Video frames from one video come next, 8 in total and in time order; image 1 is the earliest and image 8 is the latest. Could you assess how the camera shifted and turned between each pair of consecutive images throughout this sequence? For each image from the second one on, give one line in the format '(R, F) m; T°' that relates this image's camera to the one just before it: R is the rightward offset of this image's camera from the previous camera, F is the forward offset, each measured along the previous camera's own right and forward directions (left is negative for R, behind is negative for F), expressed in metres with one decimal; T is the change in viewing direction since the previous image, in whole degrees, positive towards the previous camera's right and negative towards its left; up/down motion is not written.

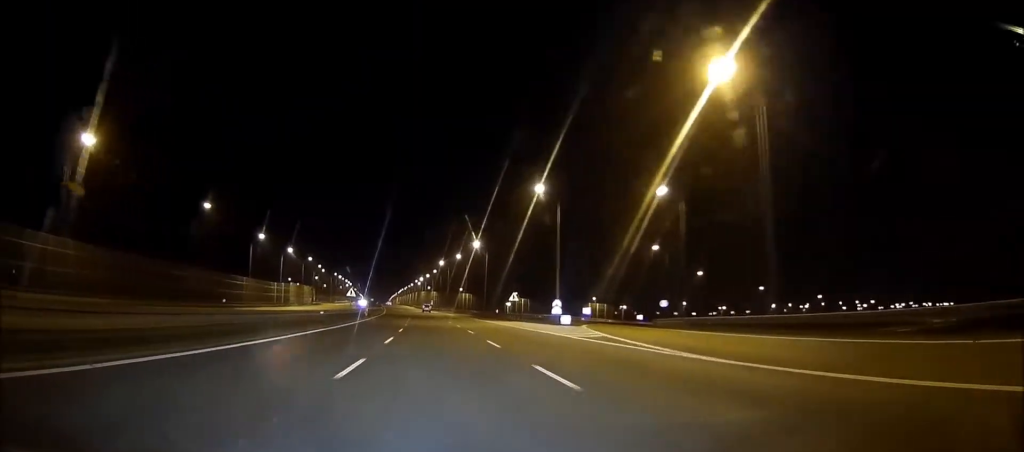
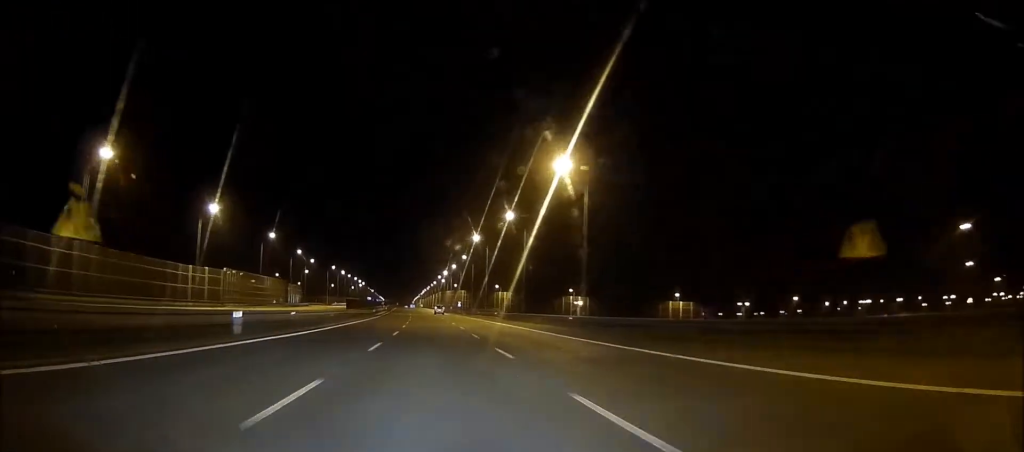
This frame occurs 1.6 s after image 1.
(-1.0, +64.5) m; -1°
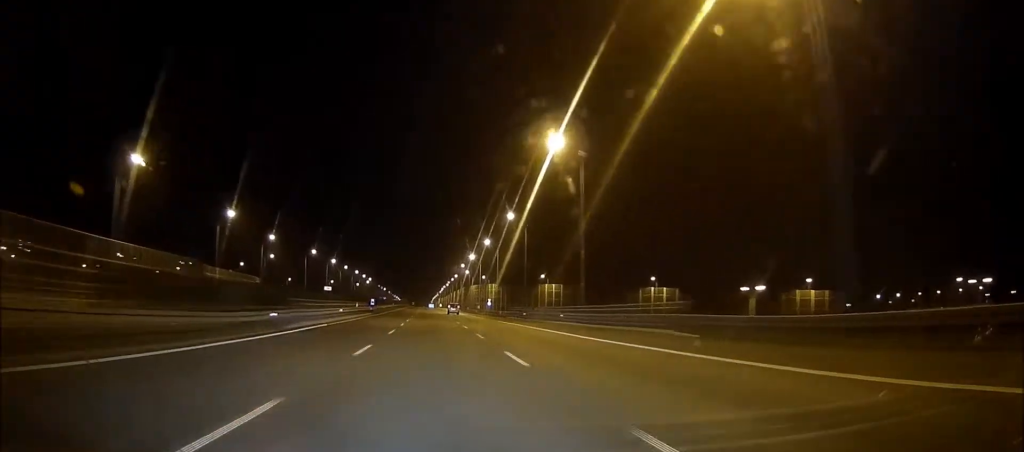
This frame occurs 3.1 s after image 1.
(-0.4, +60.5) m; -1°
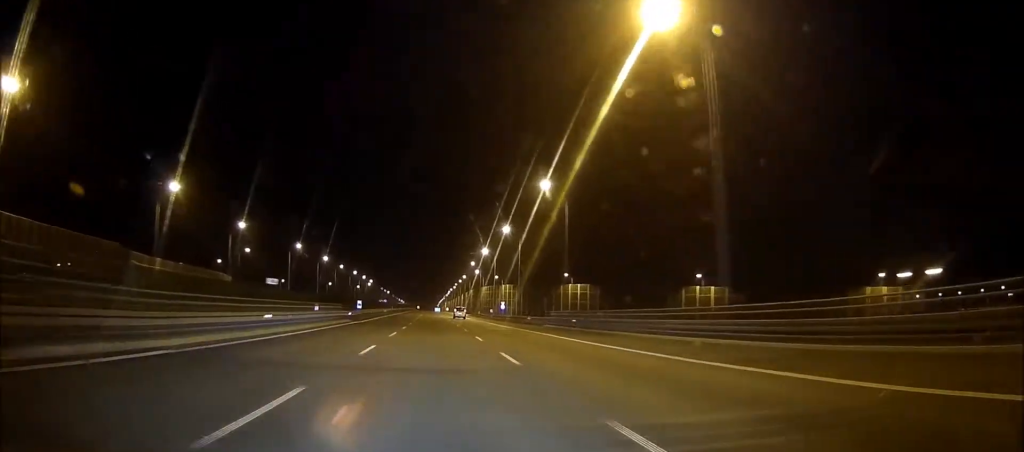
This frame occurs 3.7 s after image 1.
(0.0, +21.8) m; 0°
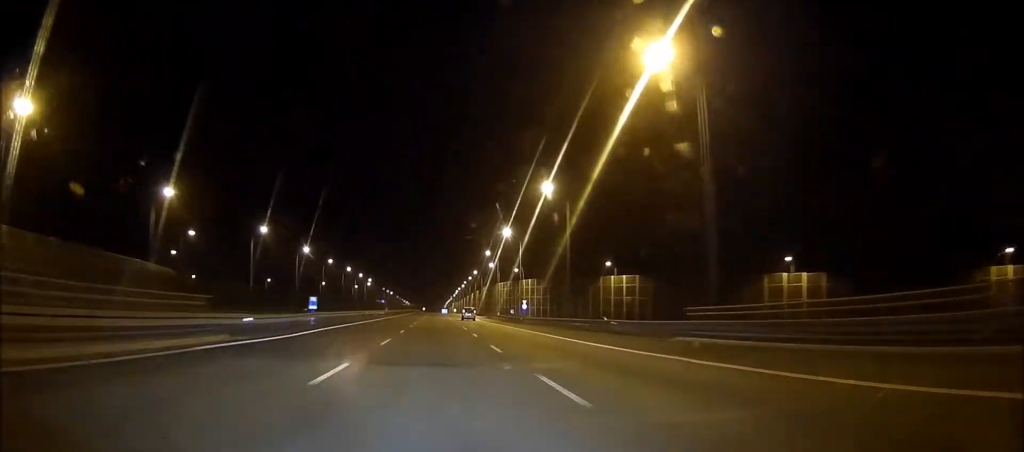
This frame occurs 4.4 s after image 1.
(0.0, +29.7) m; 0°
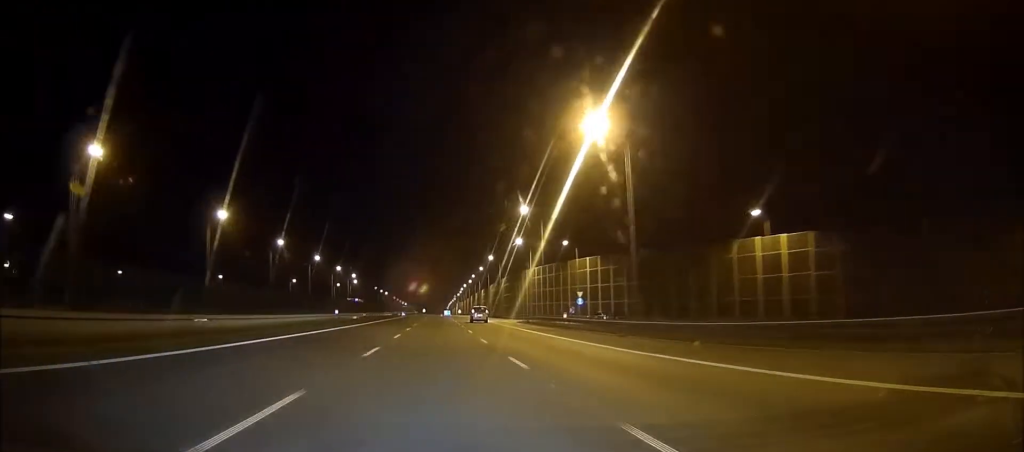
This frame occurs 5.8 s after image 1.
(-0.1, +53.9) m; 0°
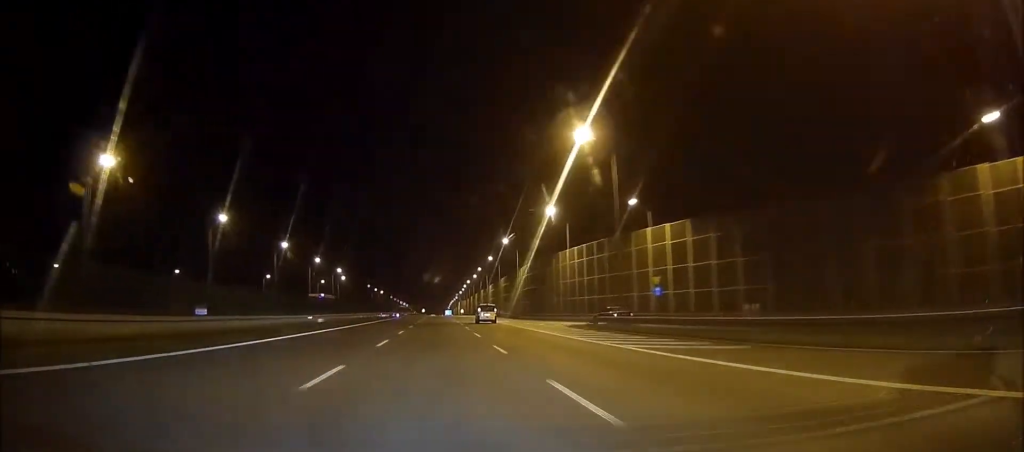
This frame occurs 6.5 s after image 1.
(0.0, +30.7) m; 0°
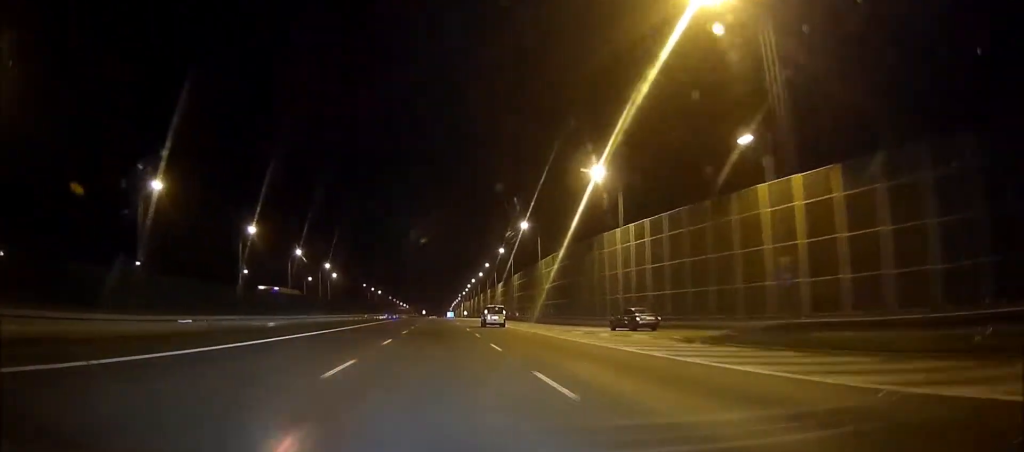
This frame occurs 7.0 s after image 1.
(0.0, +22.7) m; 0°
